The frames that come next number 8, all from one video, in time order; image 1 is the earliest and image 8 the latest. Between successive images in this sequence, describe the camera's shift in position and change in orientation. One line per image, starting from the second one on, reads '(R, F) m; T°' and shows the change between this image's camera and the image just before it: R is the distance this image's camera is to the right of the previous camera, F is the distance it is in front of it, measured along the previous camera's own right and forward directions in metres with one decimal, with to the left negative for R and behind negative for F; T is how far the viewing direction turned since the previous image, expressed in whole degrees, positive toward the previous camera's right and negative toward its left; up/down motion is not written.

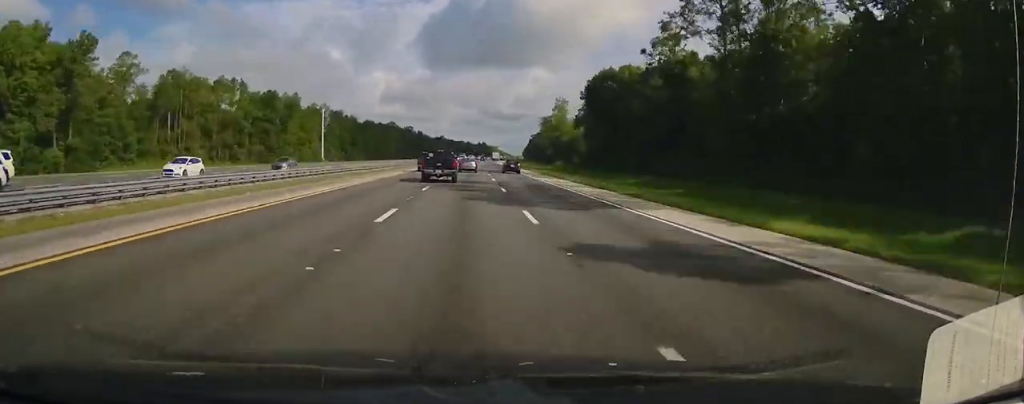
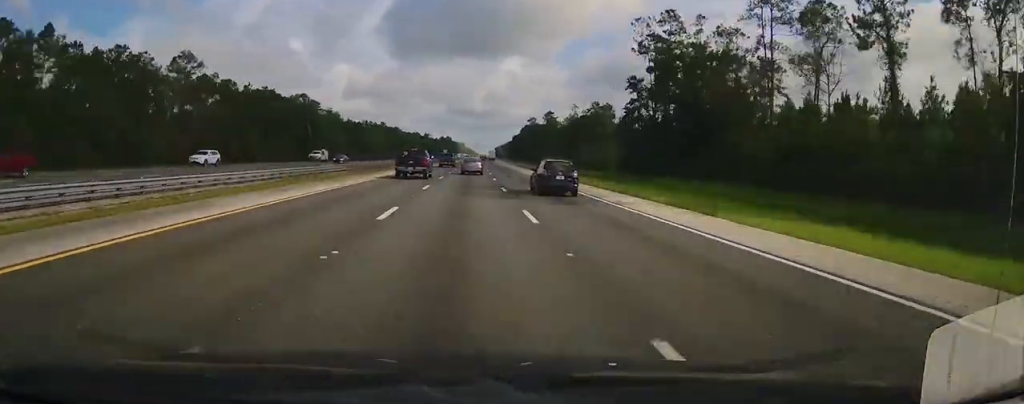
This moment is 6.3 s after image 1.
(+6.3, +219.0) m; +3°
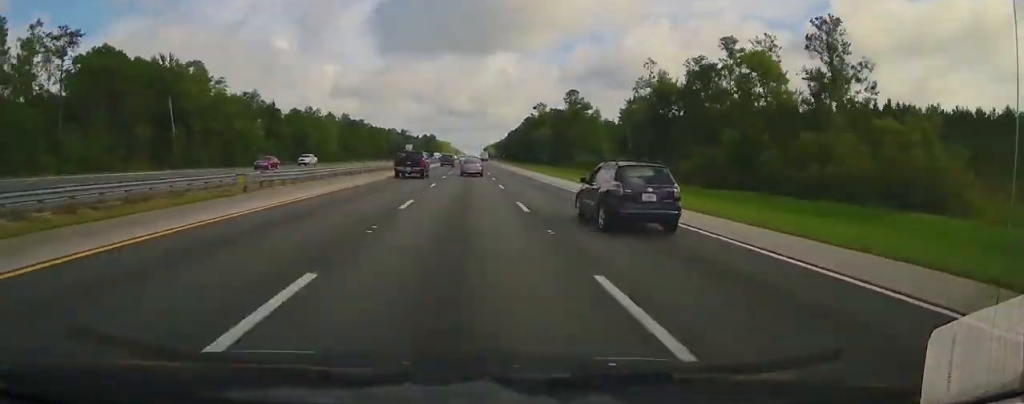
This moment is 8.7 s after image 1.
(+1.3, +83.2) m; +1°
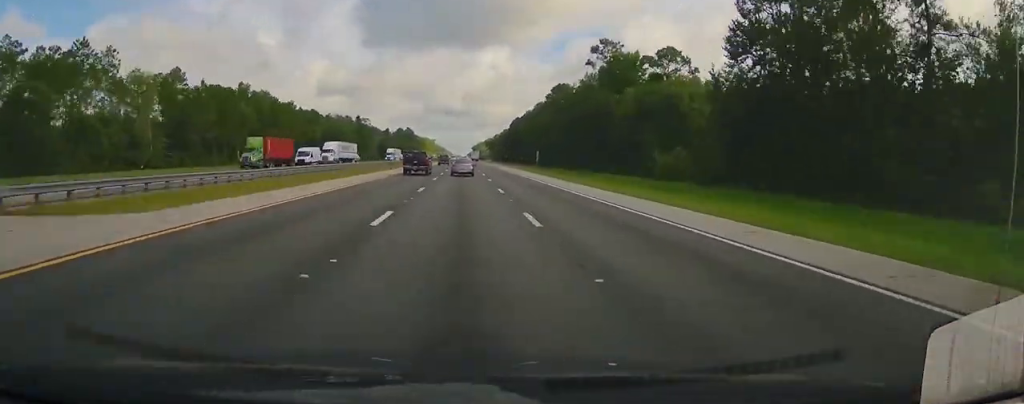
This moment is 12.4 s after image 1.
(+1.2, +128.2) m; 0°
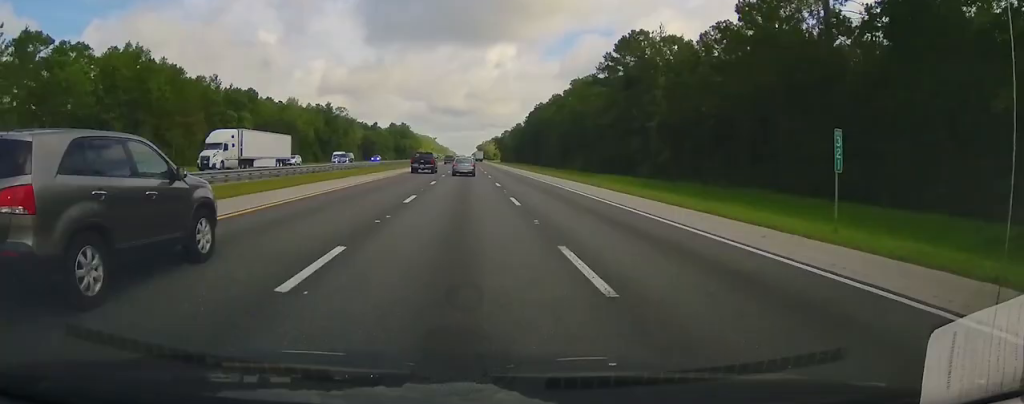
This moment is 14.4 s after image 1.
(-0.2, +68.8) m; 0°
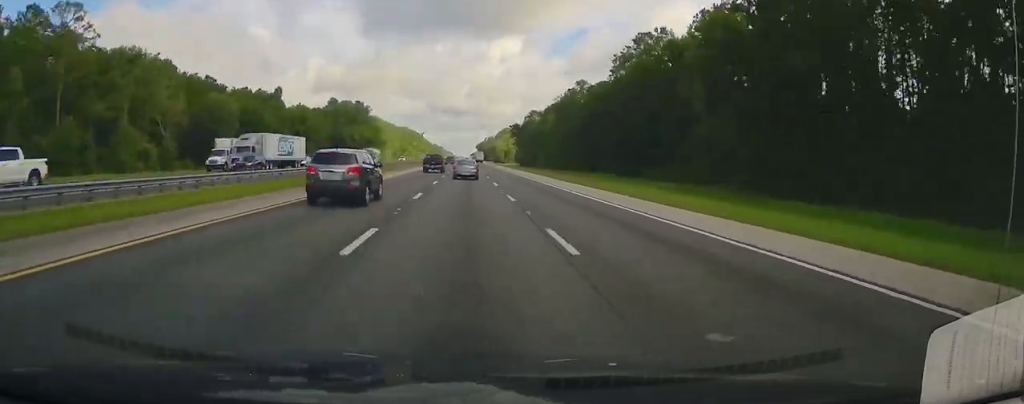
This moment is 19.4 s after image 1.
(+0.8, +169.7) m; 0°
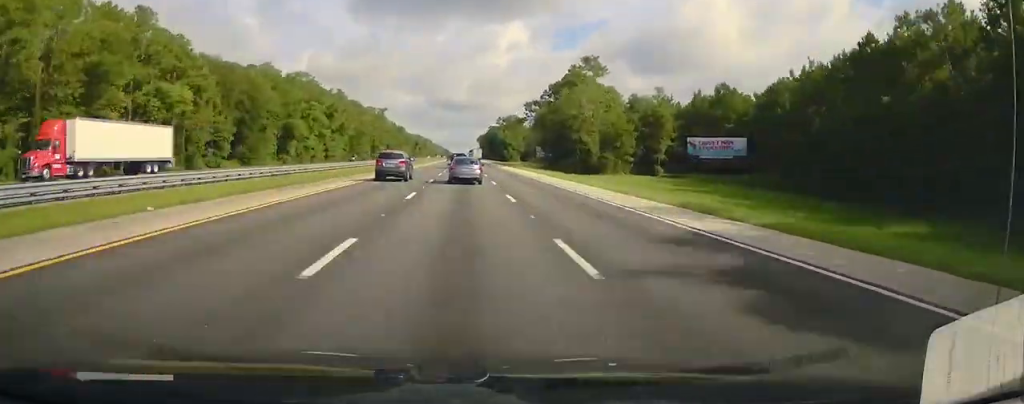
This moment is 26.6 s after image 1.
(-2.3, +245.8) m; -1°
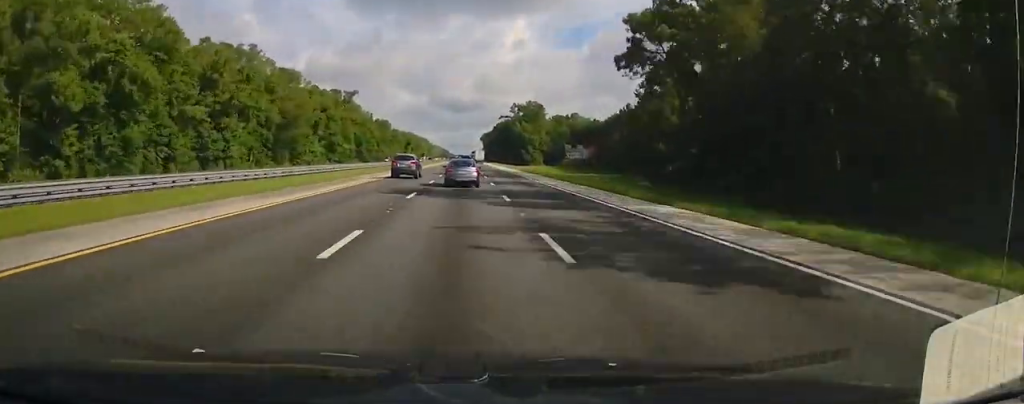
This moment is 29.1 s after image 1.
(+0.3, +85.8) m; 0°
